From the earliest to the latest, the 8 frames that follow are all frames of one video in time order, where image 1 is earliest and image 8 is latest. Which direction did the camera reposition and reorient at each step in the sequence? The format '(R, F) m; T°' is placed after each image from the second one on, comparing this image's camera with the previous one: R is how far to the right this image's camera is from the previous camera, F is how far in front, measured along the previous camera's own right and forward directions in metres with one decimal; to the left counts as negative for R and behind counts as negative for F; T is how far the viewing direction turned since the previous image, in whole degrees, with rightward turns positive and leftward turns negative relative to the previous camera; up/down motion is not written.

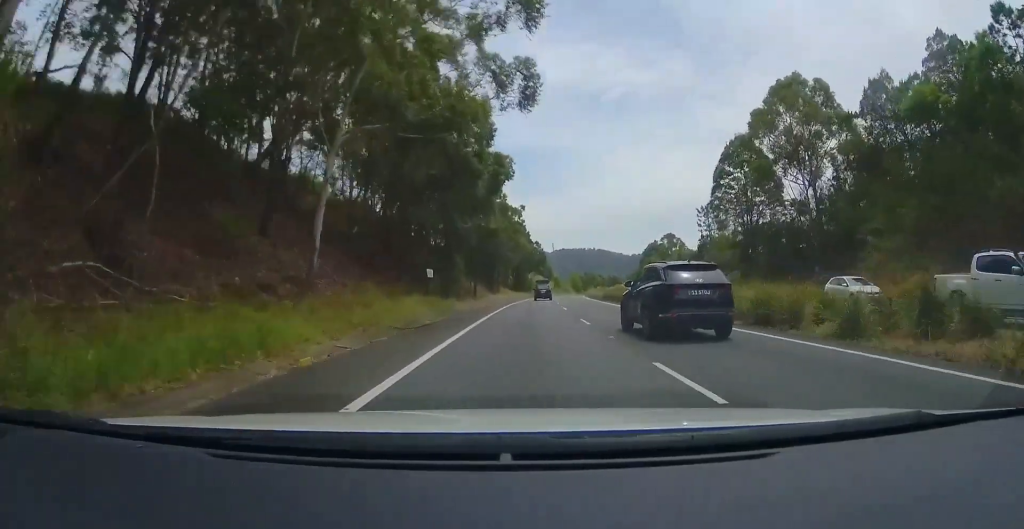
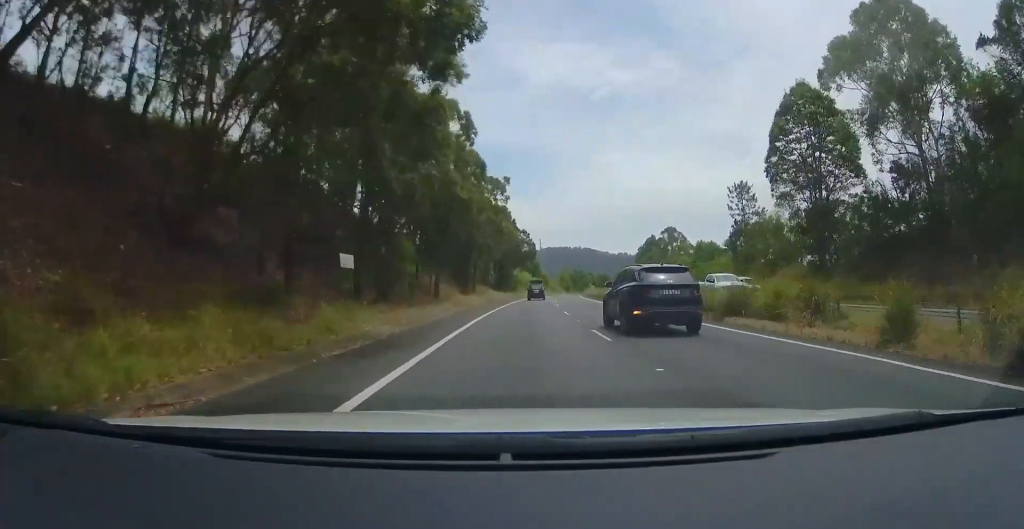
(+0.4, +18.5) m; +1°
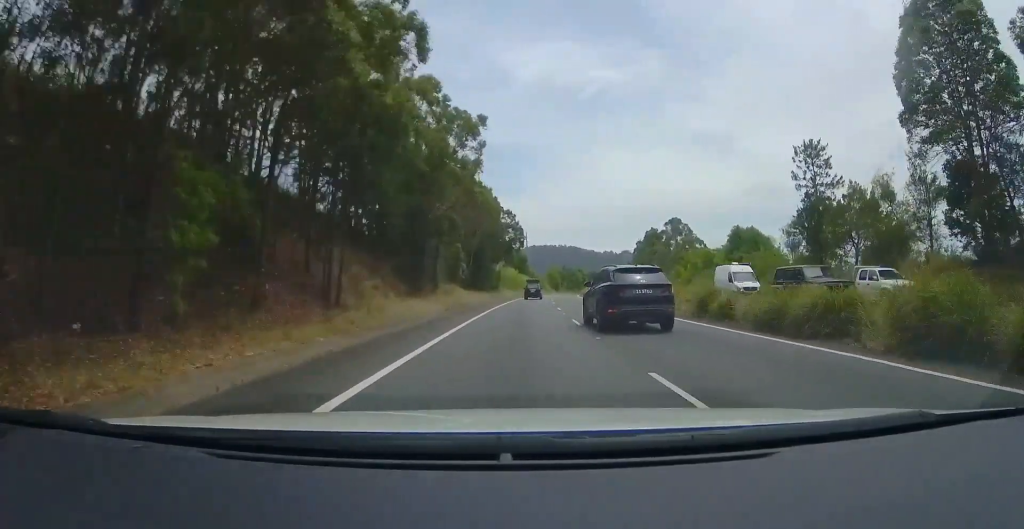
(0.0, +19.9) m; +1°
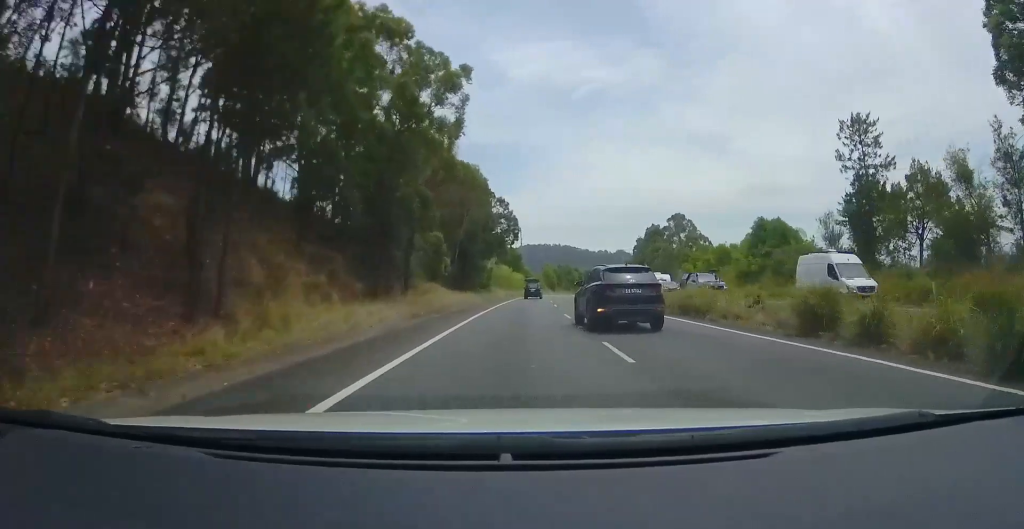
(+0.1, +8.4) m; +1°
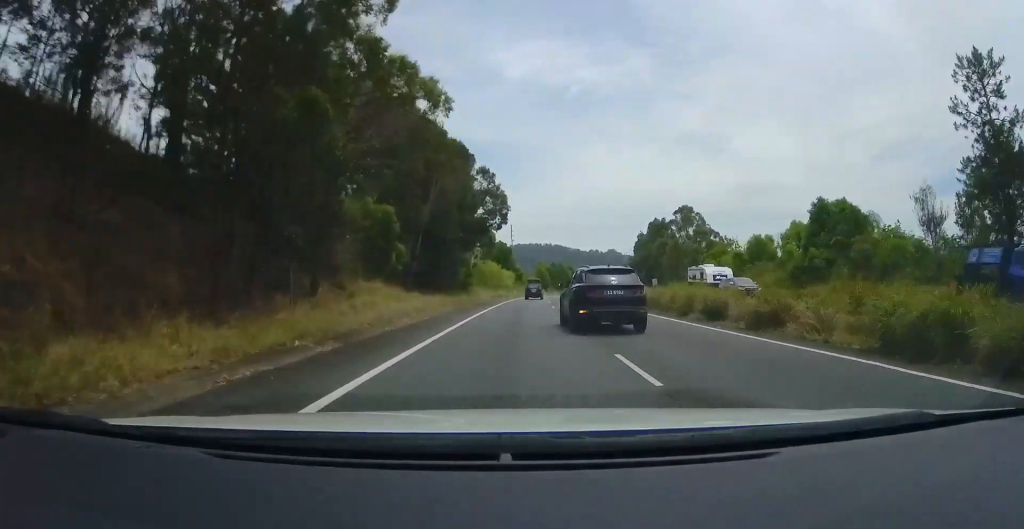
(+0.2, +14.4) m; +1°
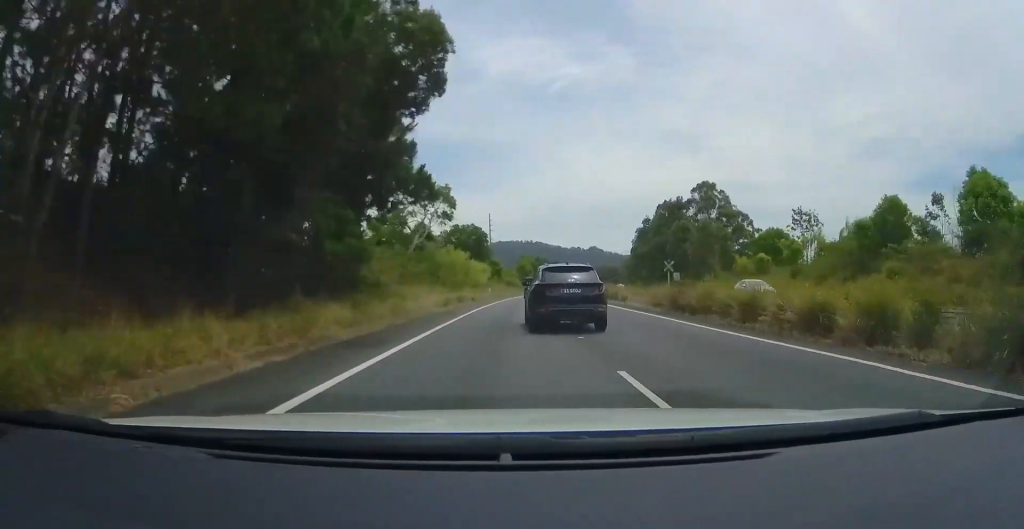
(+0.2, +26.3) m; +2°
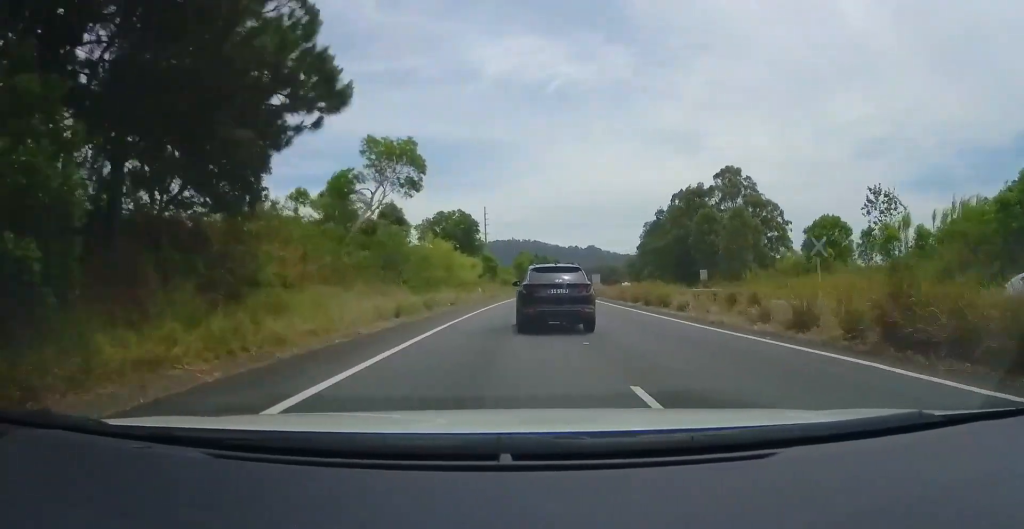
(+0.1, +13.7) m; +2°
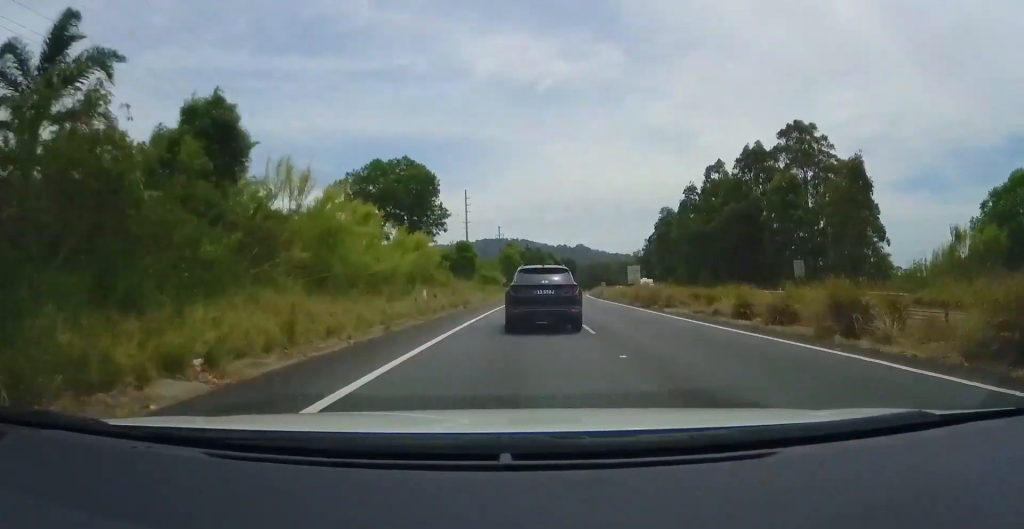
(+0.7, +27.8) m; +2°
